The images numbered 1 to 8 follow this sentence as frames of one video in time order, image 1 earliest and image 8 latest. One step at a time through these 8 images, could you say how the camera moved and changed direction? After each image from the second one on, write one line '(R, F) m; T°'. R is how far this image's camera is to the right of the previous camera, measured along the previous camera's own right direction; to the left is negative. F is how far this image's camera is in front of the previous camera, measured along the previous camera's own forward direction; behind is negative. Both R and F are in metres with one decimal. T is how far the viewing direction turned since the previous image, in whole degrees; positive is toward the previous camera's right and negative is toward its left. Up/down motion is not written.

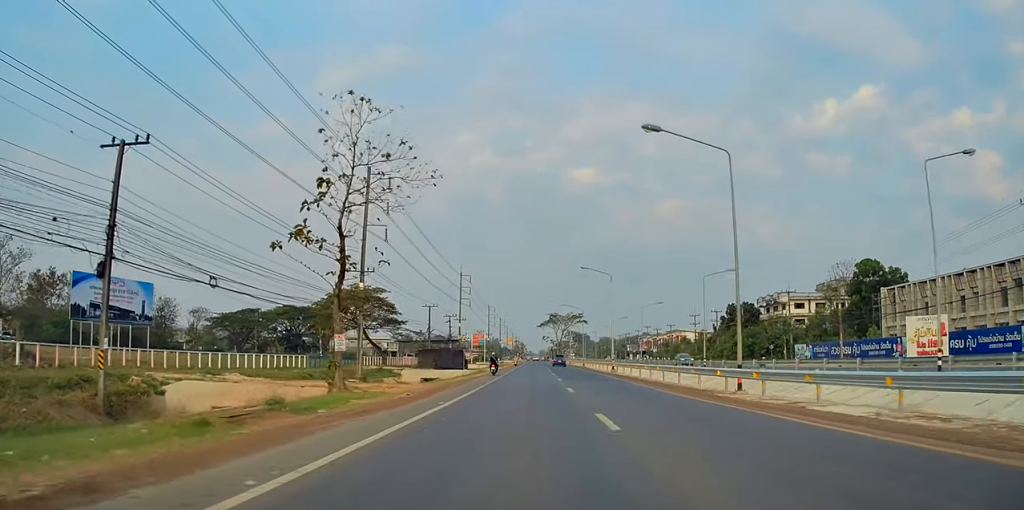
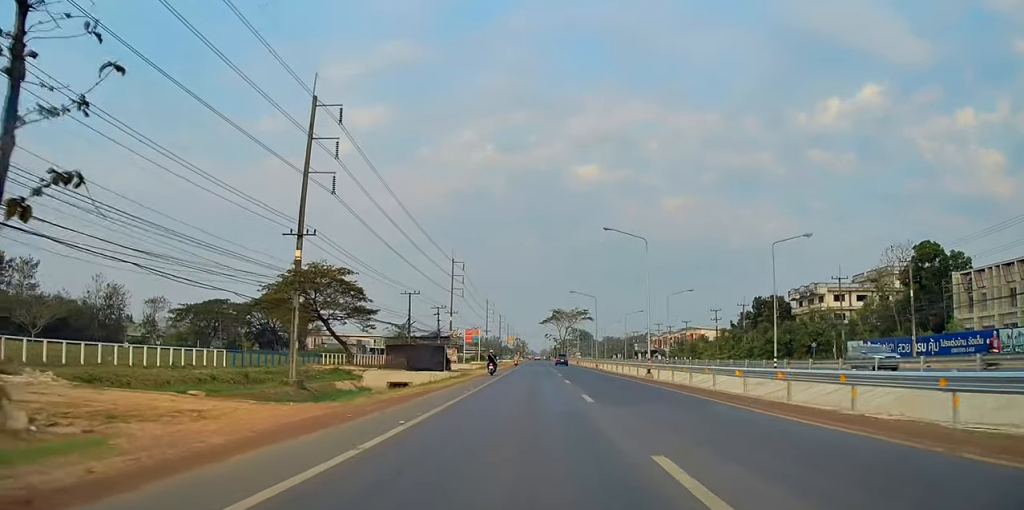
(0.0, +17.7) m; 0°
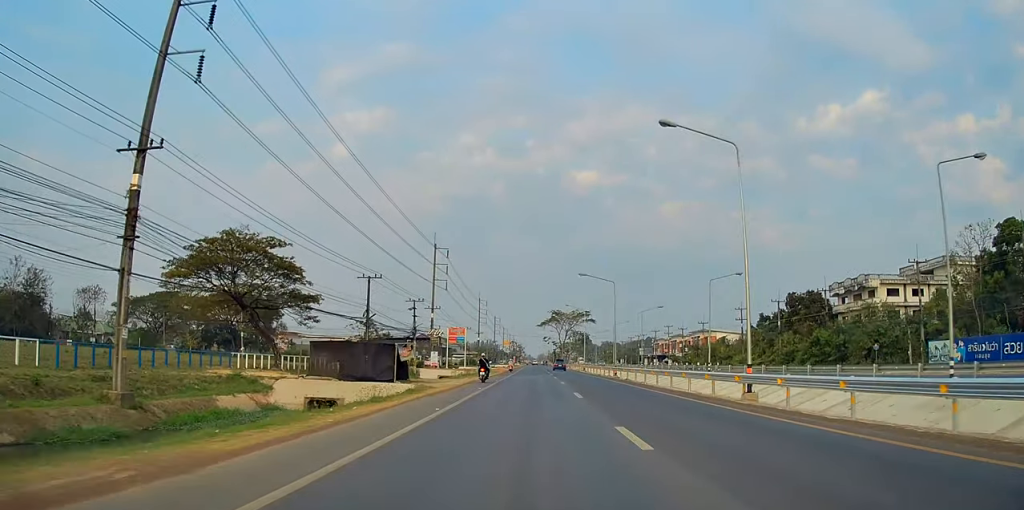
(-0.1, +20.0) m; 0°
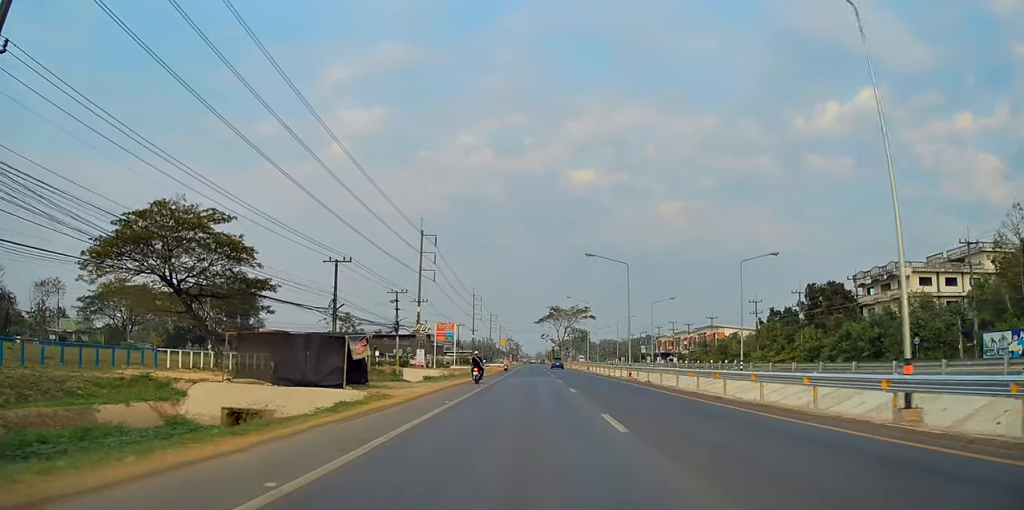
(0.0, +10.0) m; +1°
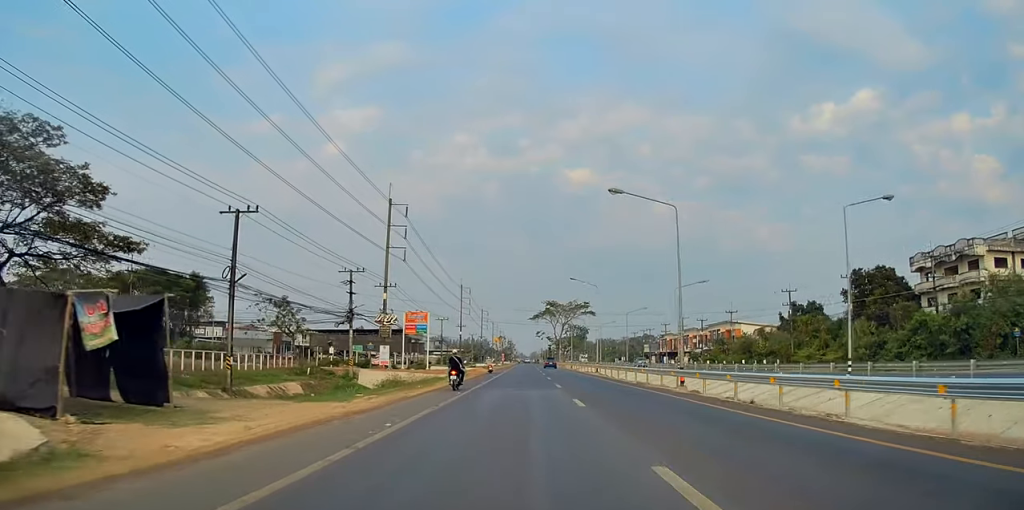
(+0.2, +18.2) m; +1°
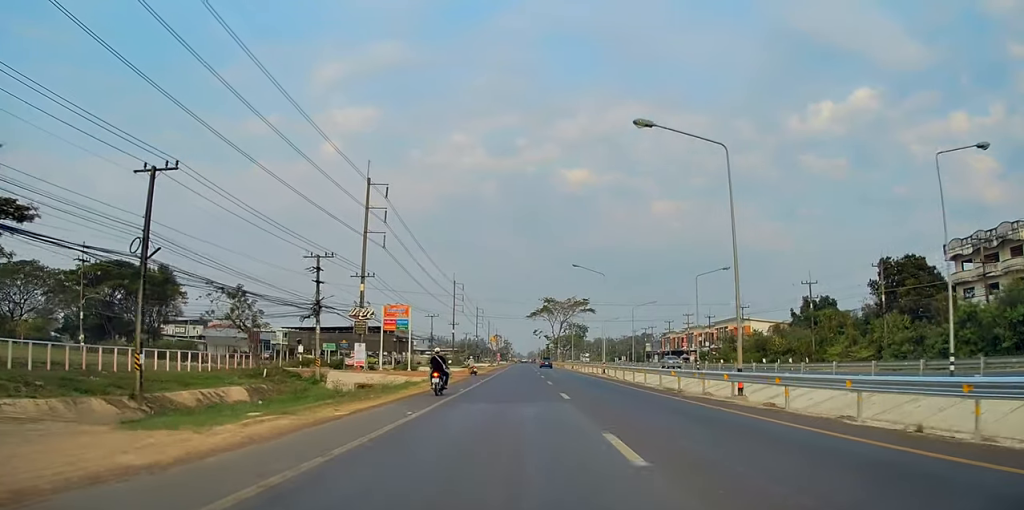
(0.0, +9.0) m; 0°
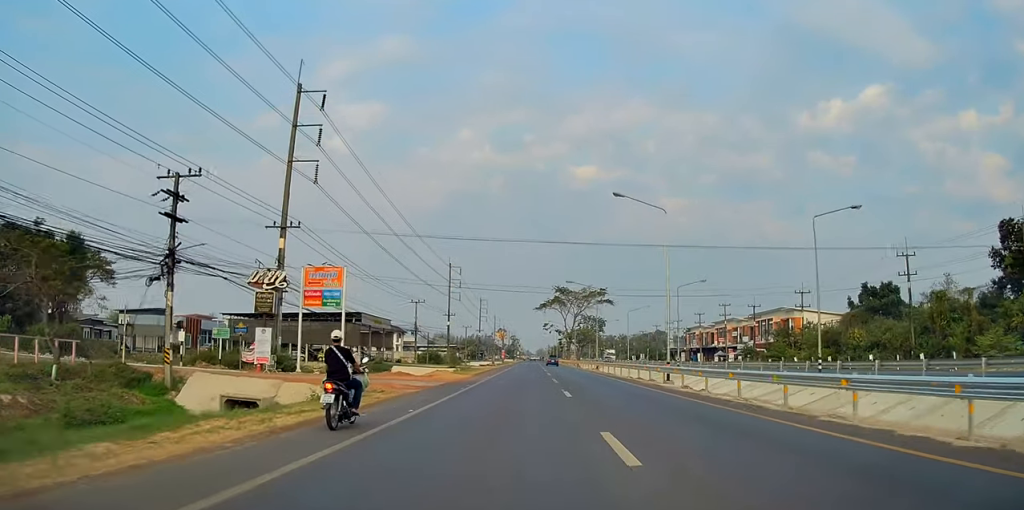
(0.0, +24.3) m; 0°
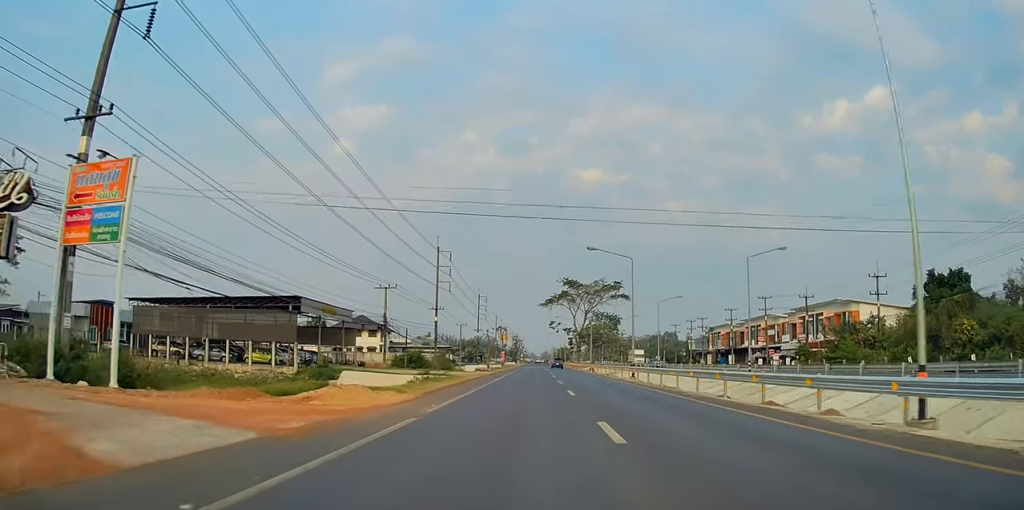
(-0.2, +22.4) m; -1°
